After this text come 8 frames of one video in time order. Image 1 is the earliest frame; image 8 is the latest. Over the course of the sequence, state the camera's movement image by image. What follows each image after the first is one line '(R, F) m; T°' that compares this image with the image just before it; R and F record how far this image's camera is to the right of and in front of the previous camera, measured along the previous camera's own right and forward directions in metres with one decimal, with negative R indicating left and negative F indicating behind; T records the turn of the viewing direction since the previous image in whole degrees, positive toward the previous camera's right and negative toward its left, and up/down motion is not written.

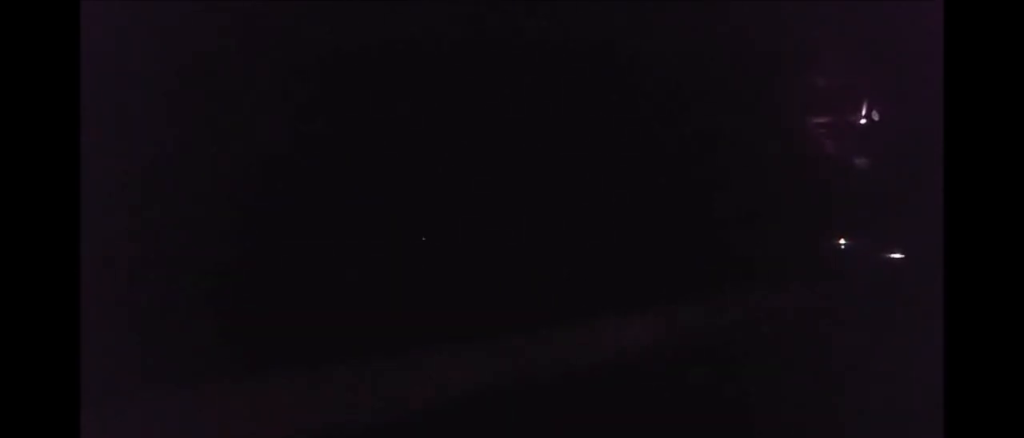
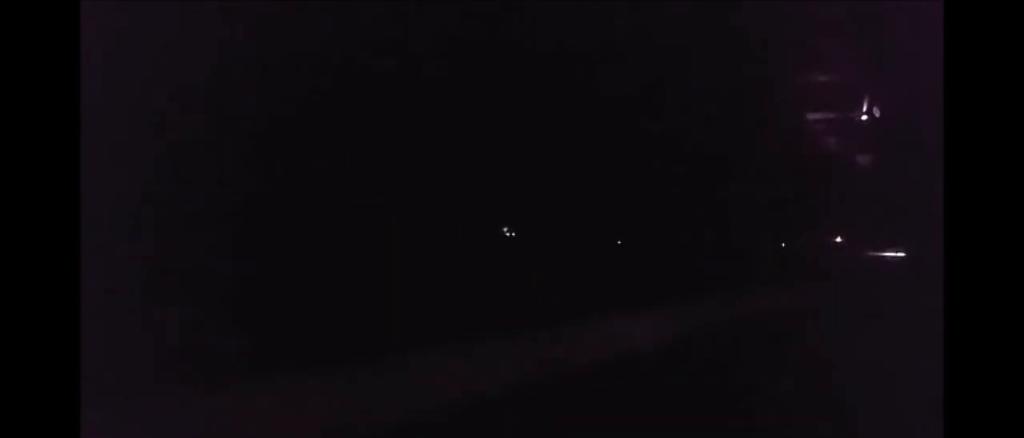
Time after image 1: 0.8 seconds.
(+0.1, +23.9) m; 0°
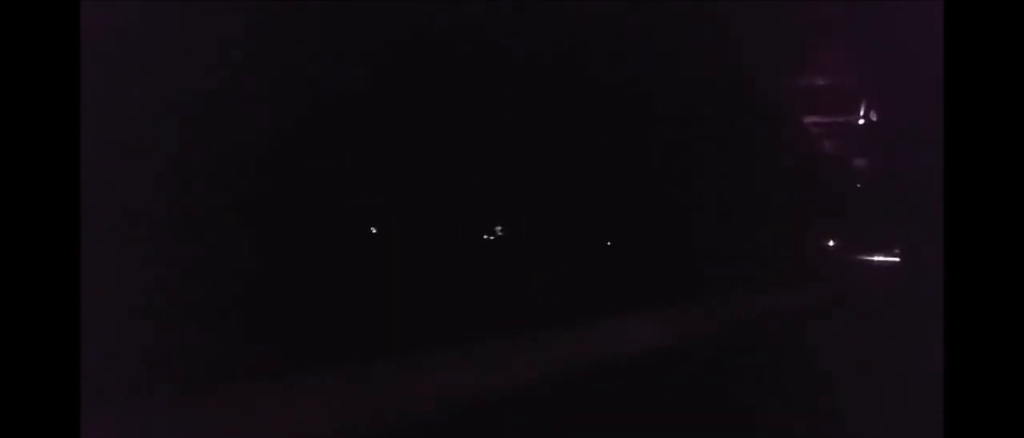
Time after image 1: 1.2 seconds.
(+0.1, +14.6) m; 0°
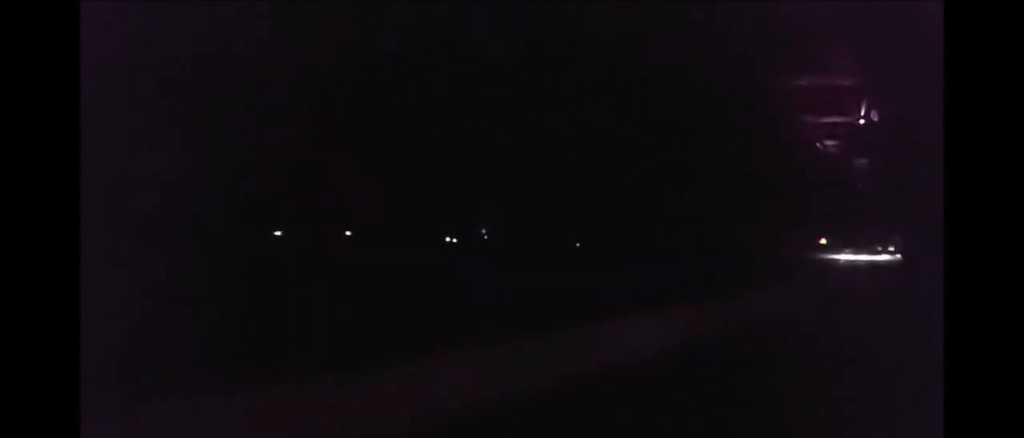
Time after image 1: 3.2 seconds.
(+0.2, +62.4) m; +1°
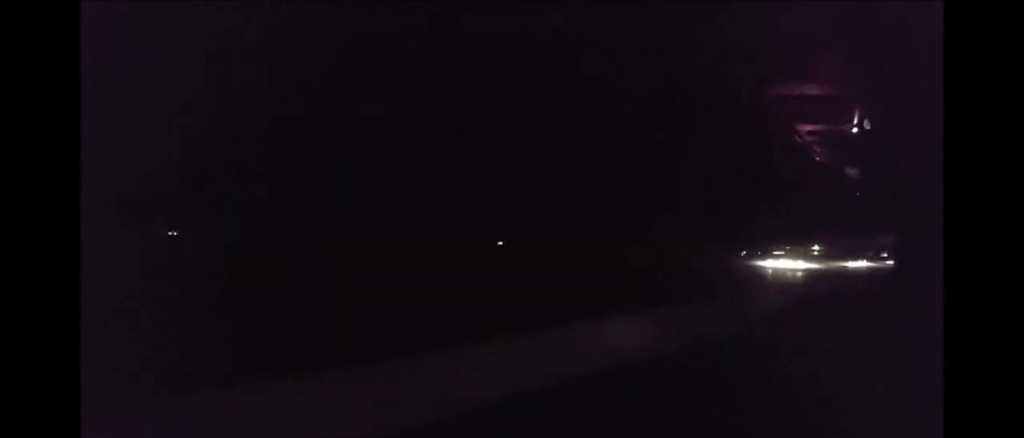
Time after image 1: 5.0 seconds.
(-0.2, +55.0) m; -1°
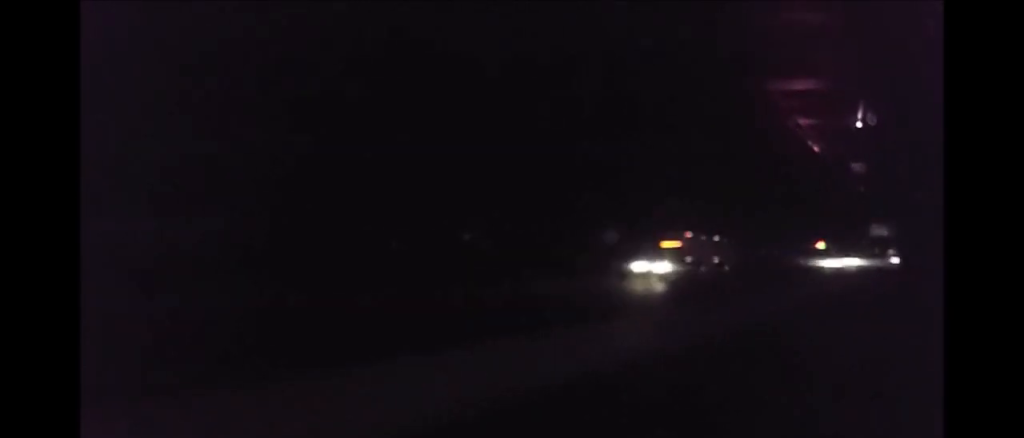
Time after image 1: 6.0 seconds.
(-0.1, +32.1) m; 0°
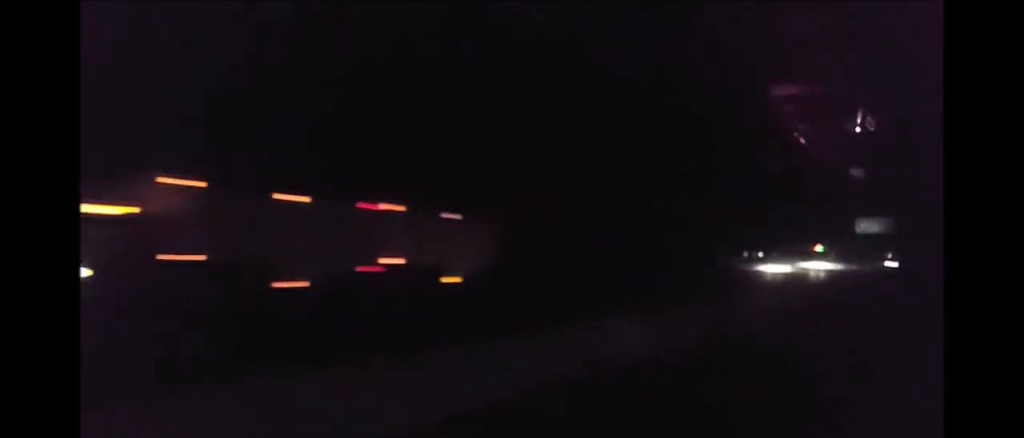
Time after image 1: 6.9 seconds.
(+0.2, +27.9) m; 0°
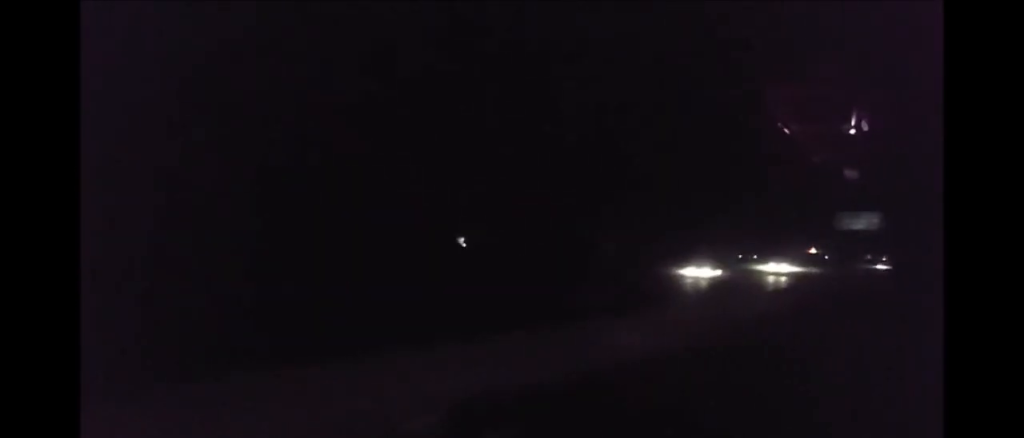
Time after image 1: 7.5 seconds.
(-0.1, +17.5) m; -1°
